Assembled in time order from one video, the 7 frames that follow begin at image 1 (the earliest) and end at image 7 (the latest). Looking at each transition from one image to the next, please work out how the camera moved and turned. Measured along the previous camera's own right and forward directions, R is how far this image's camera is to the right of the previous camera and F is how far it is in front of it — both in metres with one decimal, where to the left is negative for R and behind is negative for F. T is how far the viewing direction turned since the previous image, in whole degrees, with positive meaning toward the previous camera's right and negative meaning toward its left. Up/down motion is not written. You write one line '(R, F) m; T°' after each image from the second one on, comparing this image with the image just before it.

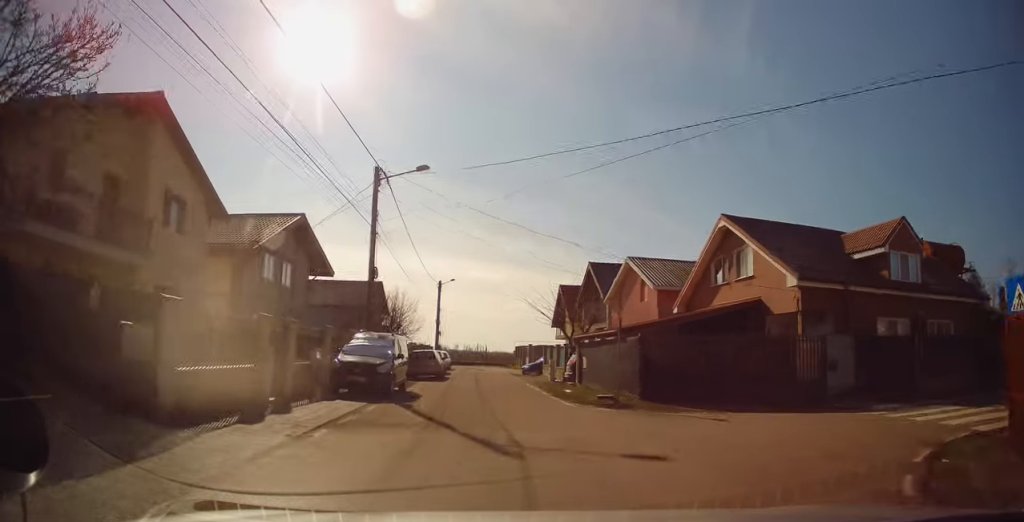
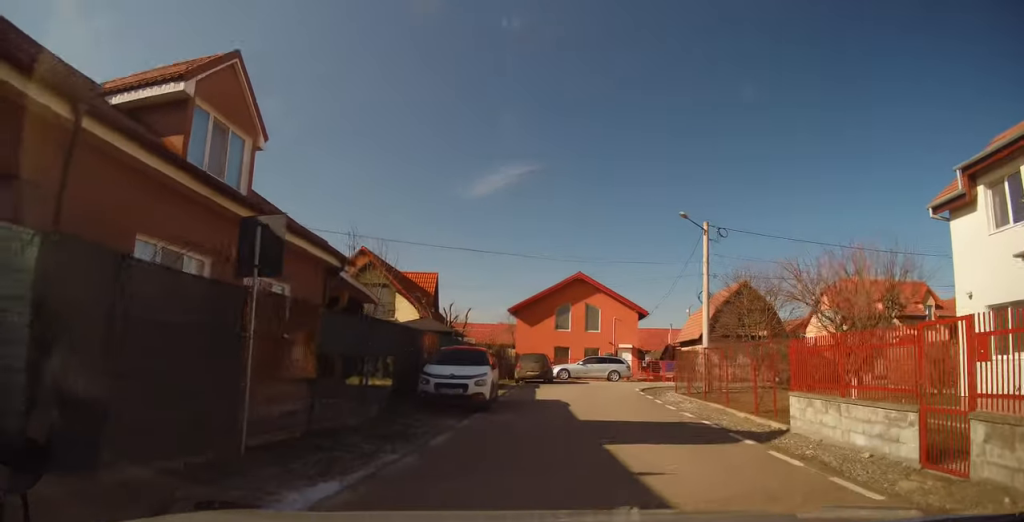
(+6.1, +14.8) m; +75°
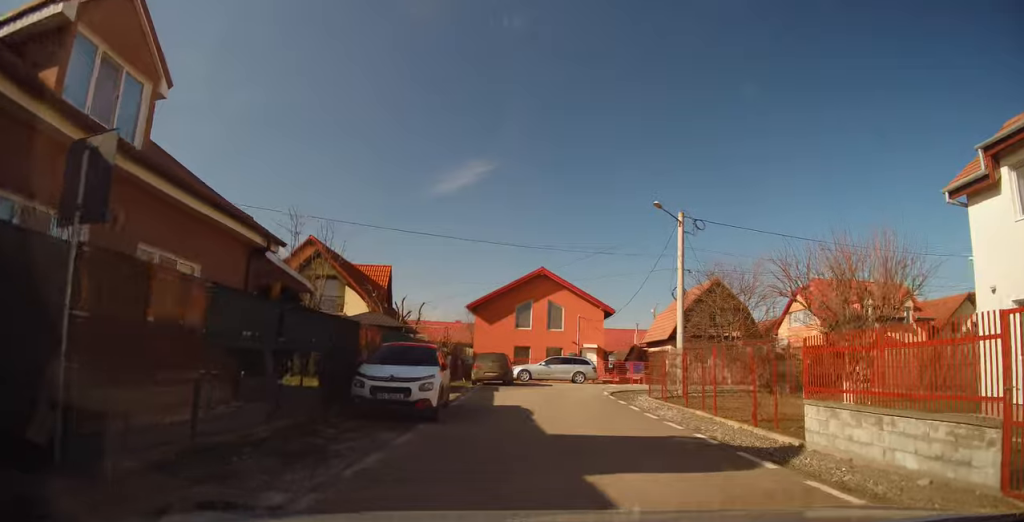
(+0.9, +2.4) m; +9°
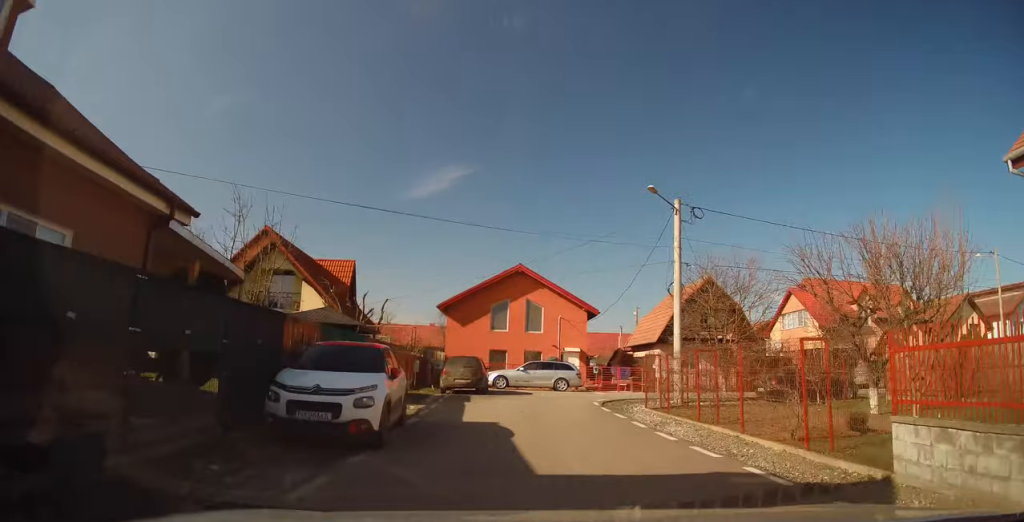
(+0.3, +2.9) m; +4°
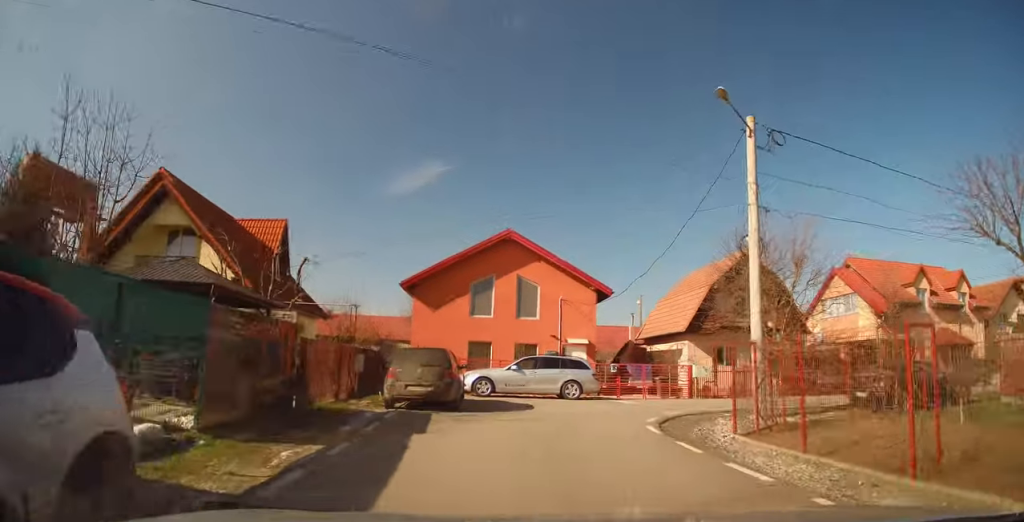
(-0.3, +6.5) m; -1°
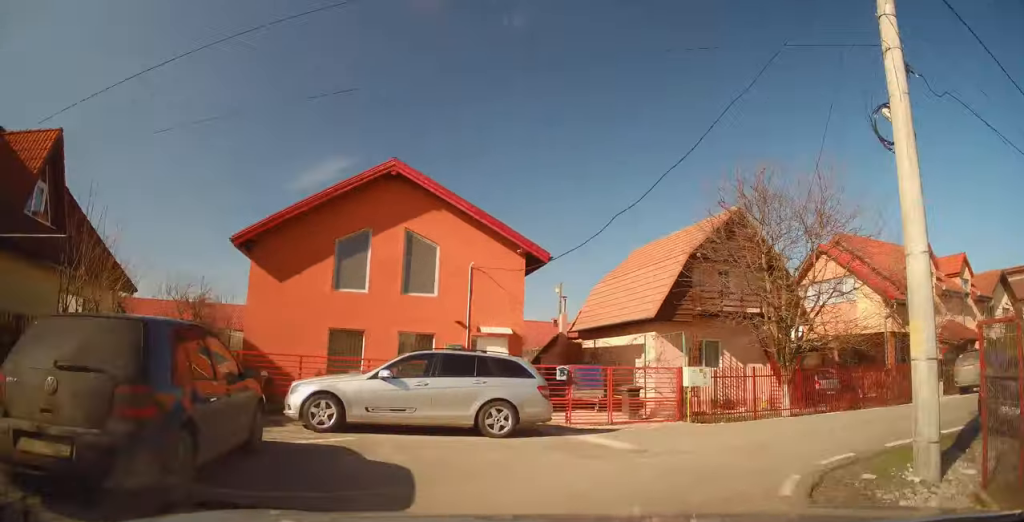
(+0.1, +7.5) m; +9°
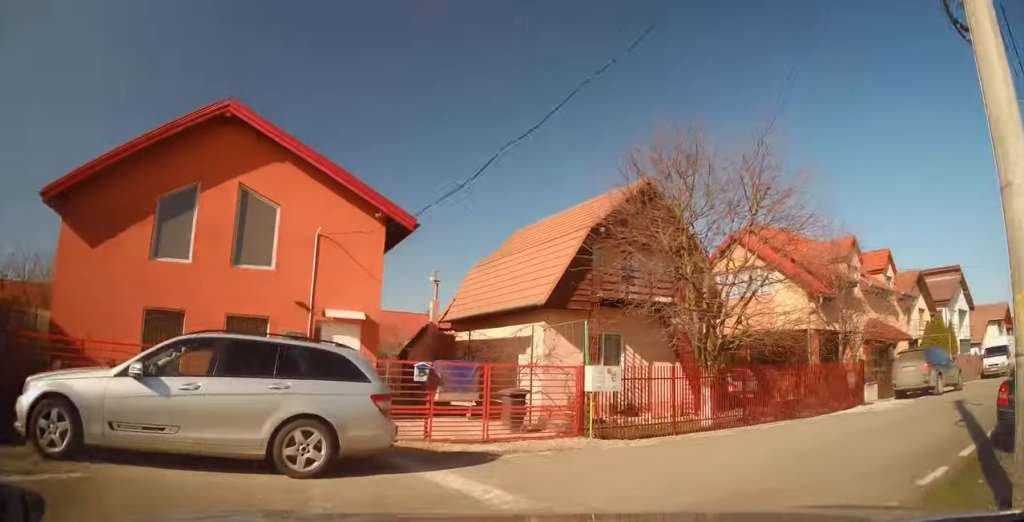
(+0.4, +3.5) m; +17°
